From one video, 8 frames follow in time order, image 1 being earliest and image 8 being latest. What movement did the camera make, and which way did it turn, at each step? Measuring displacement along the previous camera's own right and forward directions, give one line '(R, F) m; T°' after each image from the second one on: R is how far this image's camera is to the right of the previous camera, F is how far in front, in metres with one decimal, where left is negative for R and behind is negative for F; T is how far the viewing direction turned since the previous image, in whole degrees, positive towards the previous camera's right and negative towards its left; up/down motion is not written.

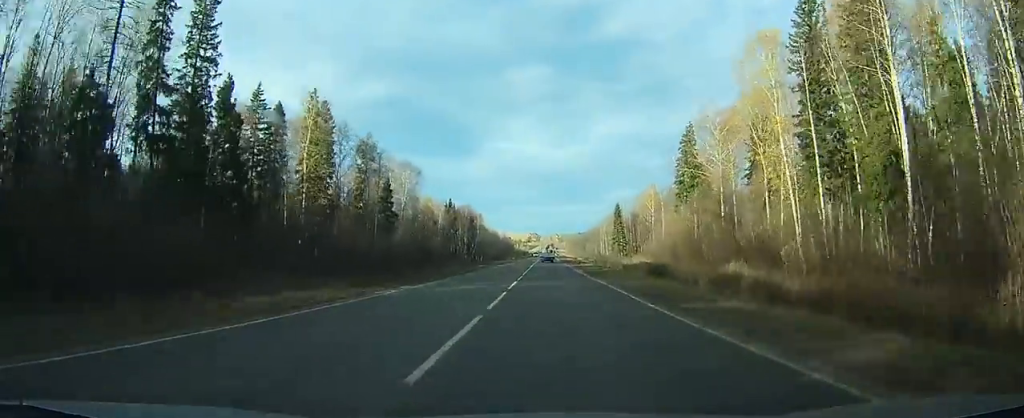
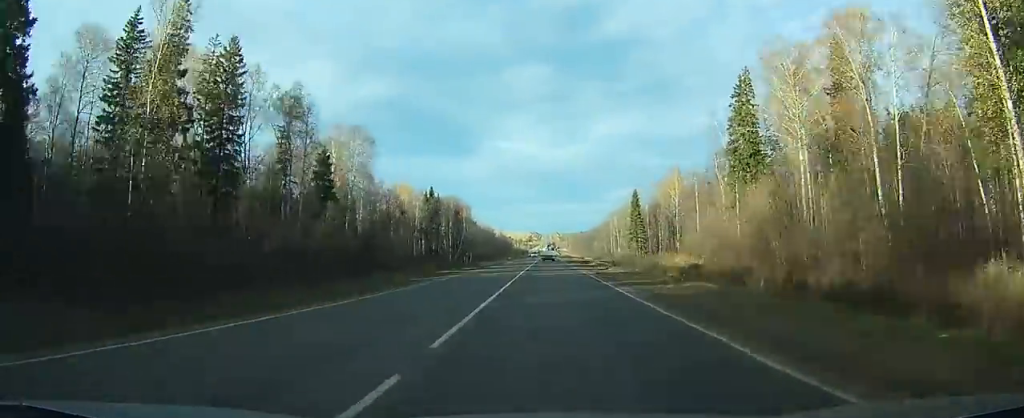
(0.0, +29.7) m; 0°
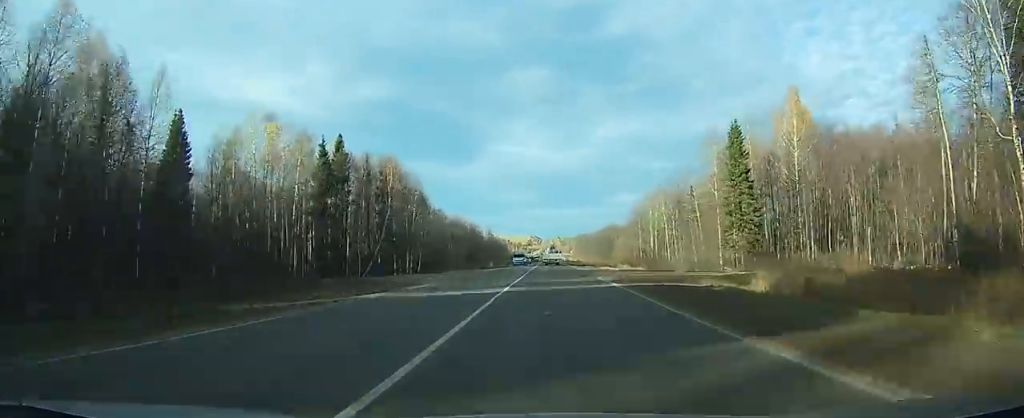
(0.0, +67.3) m; 0°
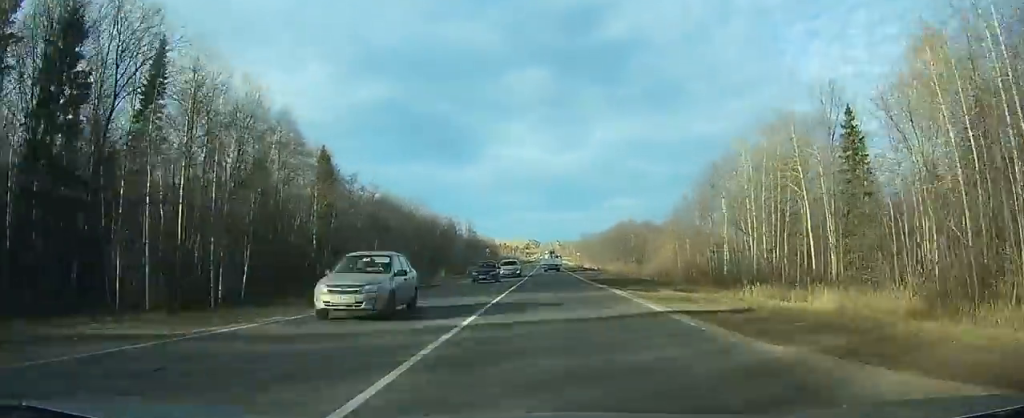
(+0.3, +57.7) m; 0°
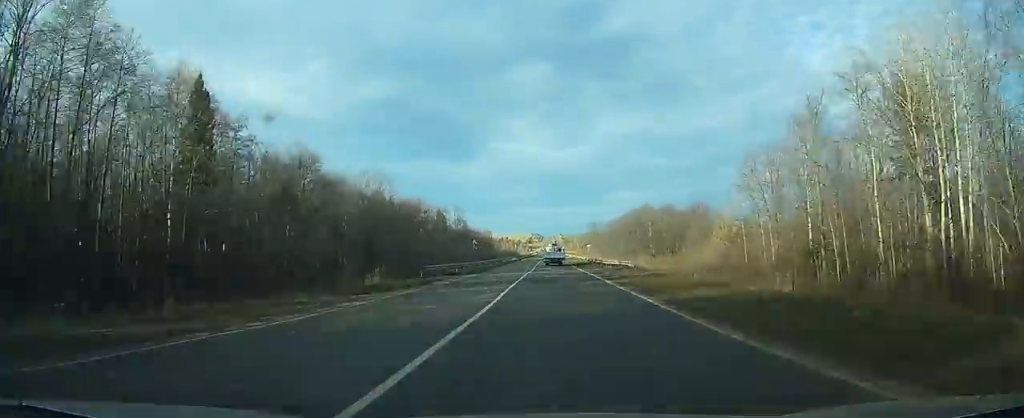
(+0.1, +28.6) m; 0°
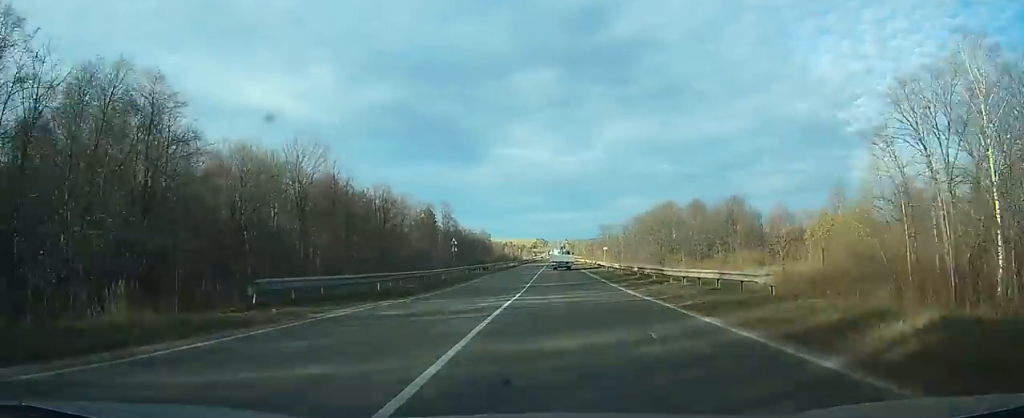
(0.0, +26.8) m; 0°
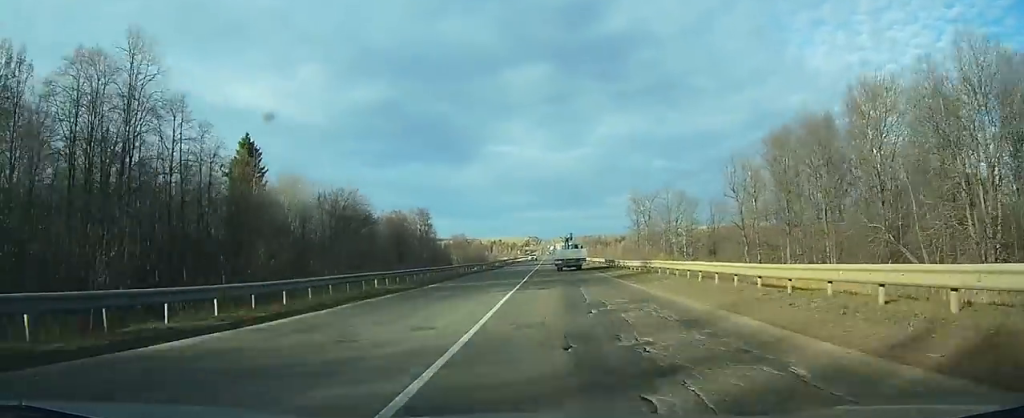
(-0.3, +99.9) m; 0°
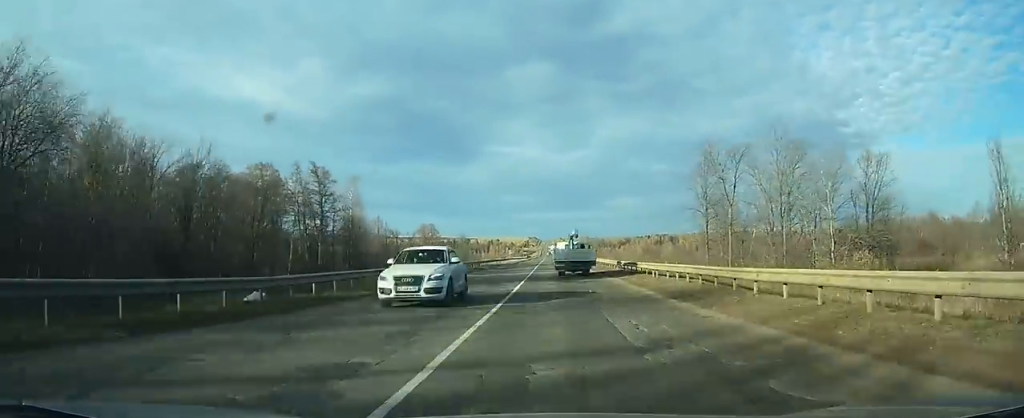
(-0.1, +54.4) m; 0°
